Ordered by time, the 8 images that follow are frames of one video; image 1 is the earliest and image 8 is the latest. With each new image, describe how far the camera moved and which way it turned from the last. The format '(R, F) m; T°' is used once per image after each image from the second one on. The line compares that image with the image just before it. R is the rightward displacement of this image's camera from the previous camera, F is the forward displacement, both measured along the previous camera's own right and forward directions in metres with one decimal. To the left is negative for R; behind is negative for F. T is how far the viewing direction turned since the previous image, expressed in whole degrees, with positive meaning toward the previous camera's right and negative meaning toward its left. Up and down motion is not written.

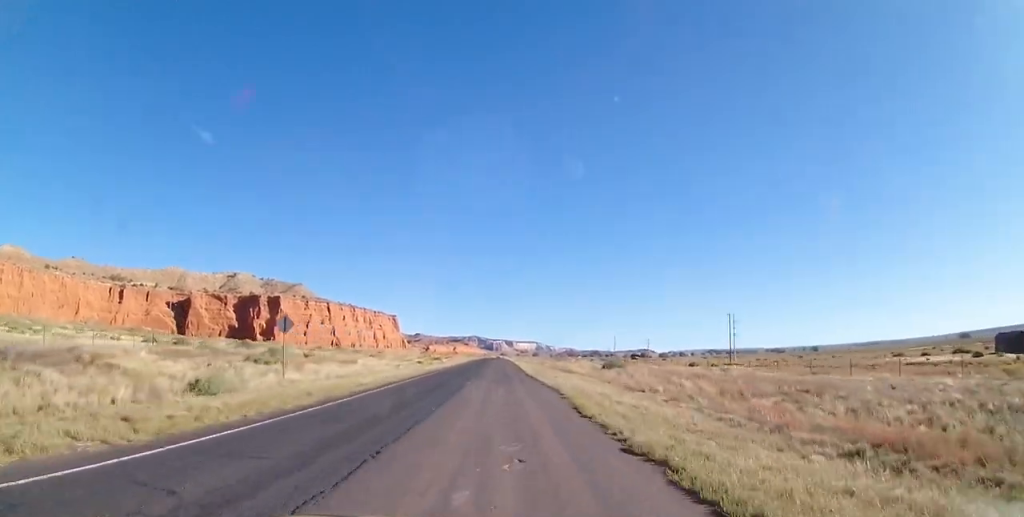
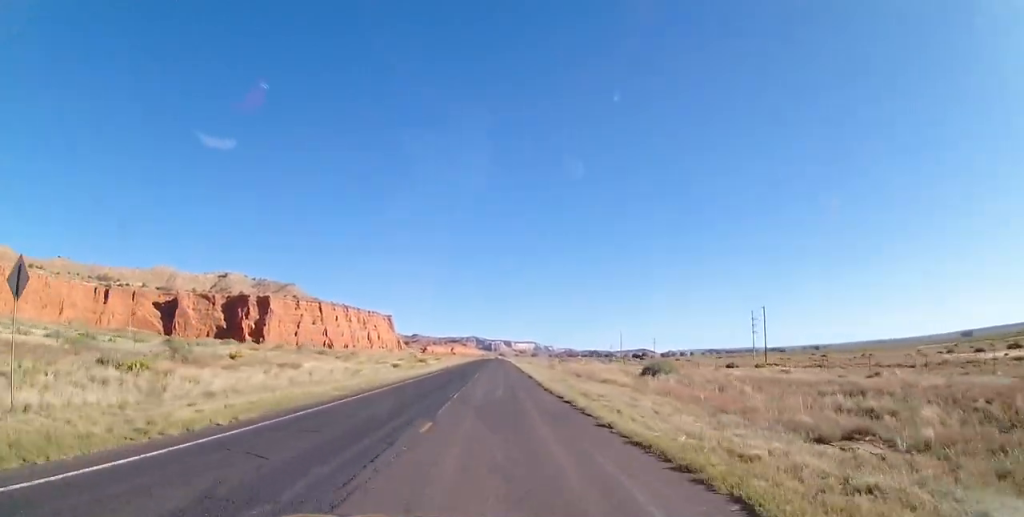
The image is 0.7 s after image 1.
(0.0, +17.0) m; 0°
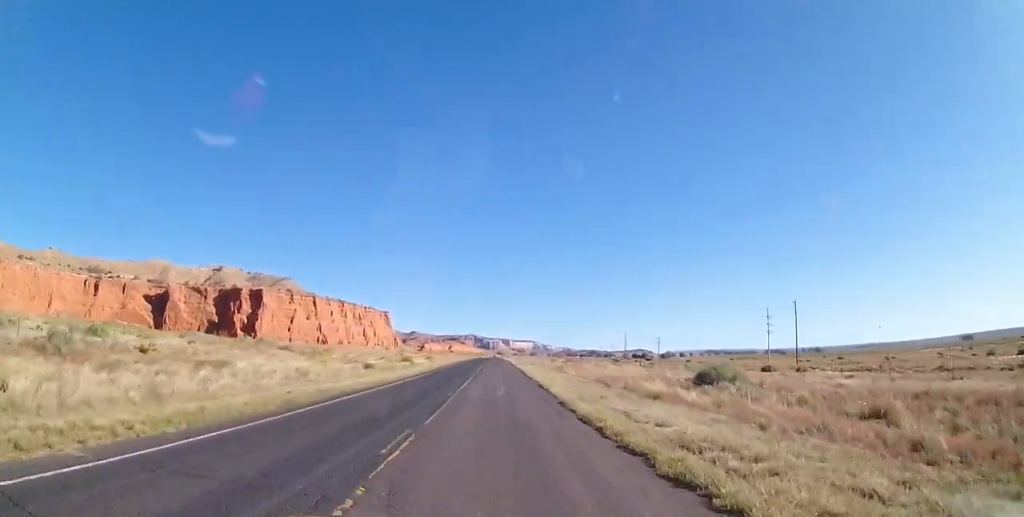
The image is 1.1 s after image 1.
(0.0, +11.9) m; 0°
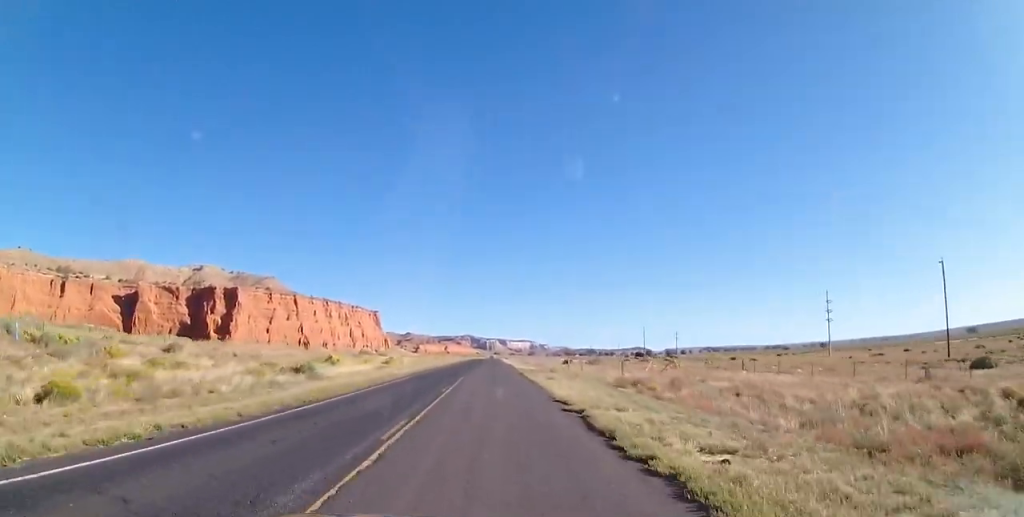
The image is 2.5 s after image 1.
(0.0, +35.2) m; 0°
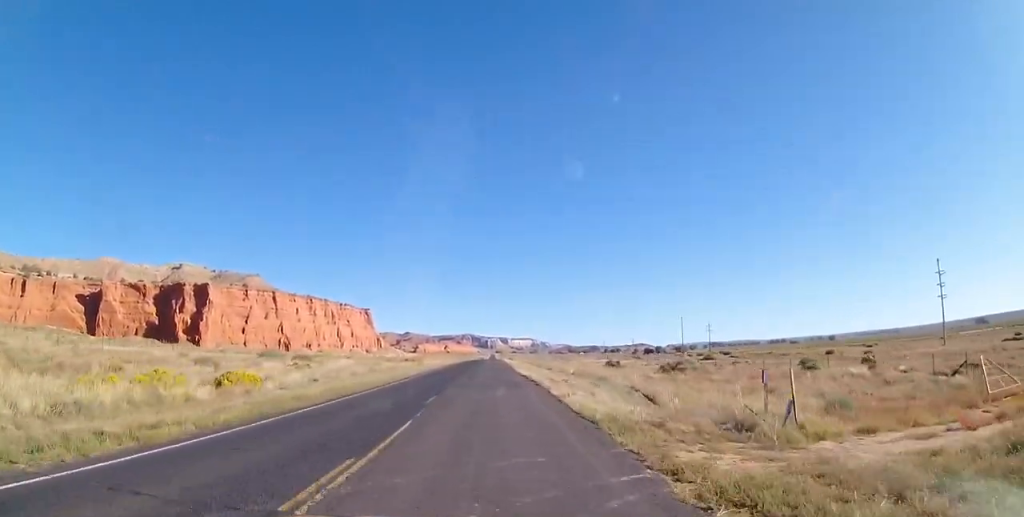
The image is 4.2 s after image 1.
(0.0, +41.3) m; 0°
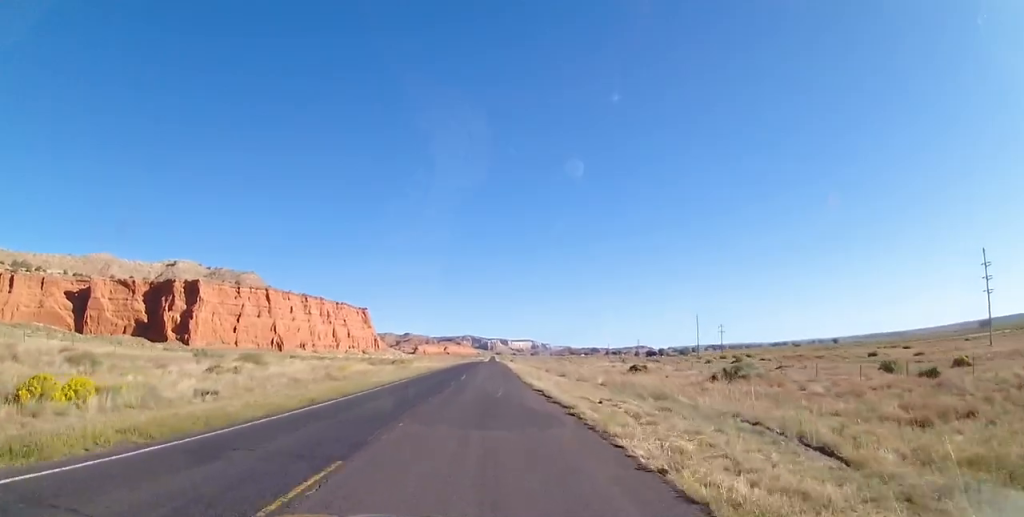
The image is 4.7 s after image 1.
(0.0, +12.7) m; 0°
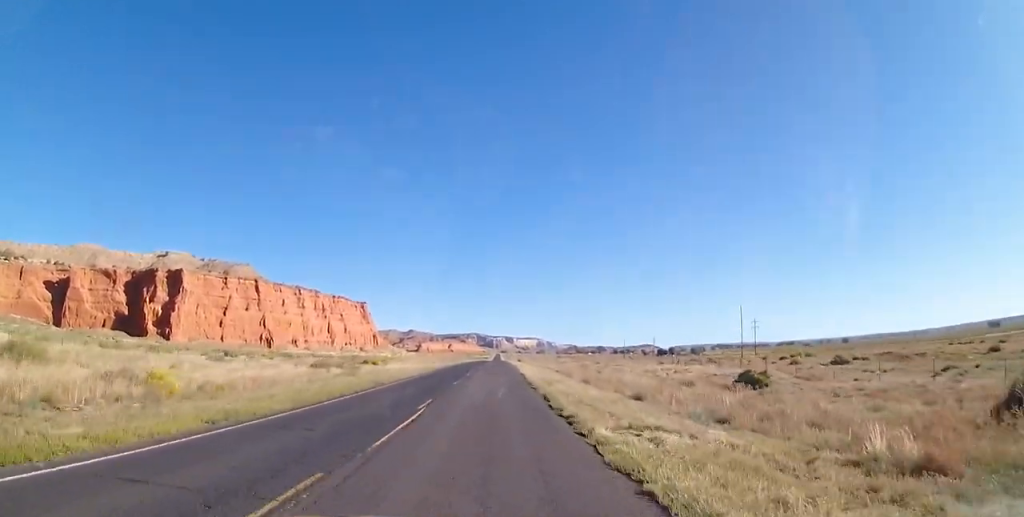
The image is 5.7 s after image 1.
(+0.1, +25.4) m; 0°
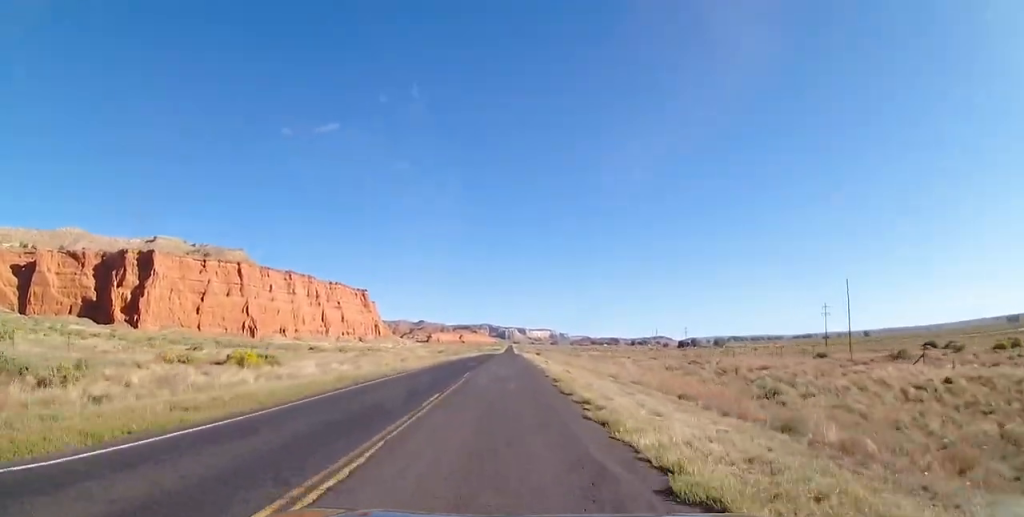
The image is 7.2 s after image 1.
(-0.5, +38.9) m; -1°
